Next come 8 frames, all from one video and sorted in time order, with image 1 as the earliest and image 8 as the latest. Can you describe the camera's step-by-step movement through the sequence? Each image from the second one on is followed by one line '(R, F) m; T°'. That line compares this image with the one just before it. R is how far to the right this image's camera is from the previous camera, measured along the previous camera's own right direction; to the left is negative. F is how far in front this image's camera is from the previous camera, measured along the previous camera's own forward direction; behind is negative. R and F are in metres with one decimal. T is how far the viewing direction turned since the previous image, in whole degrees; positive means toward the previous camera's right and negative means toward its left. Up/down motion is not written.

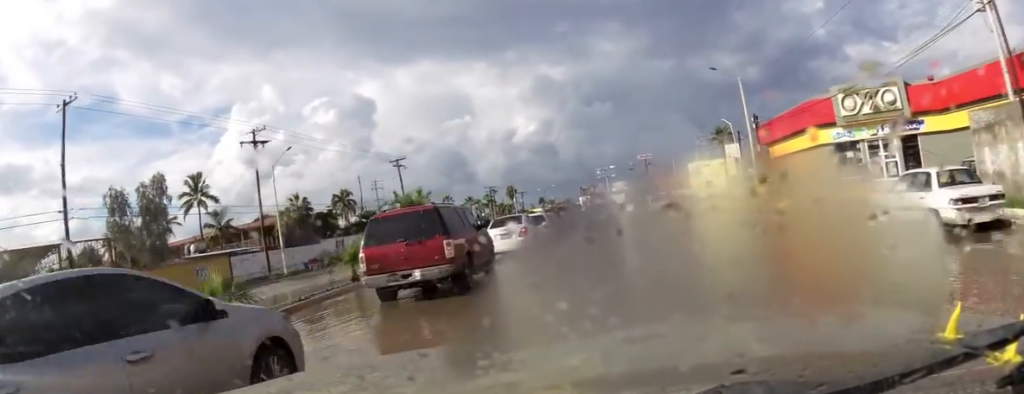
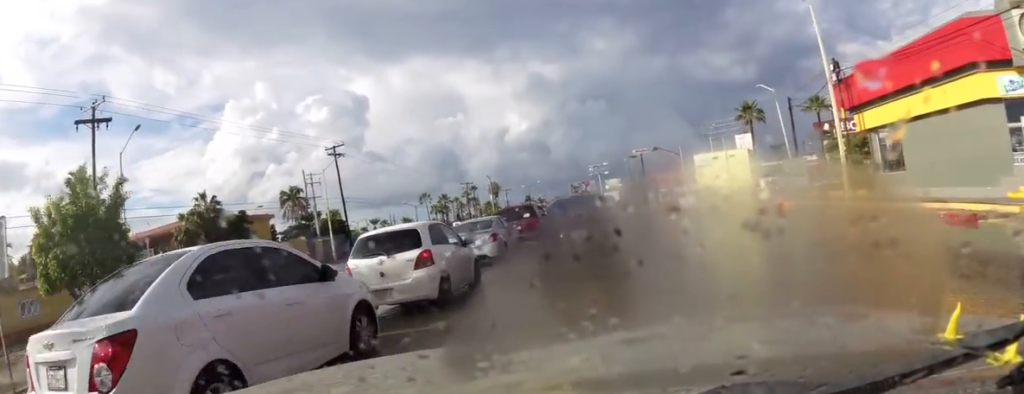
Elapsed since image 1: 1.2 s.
(0.0, +17.4) m; 0°
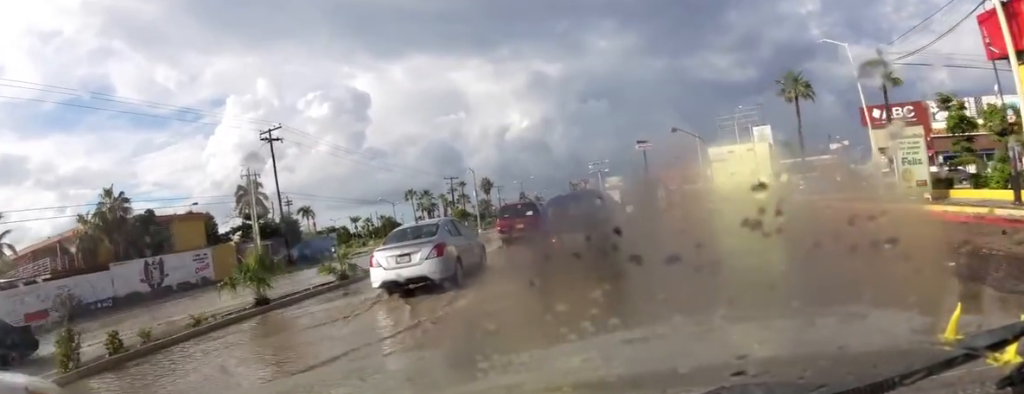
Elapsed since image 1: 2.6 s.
(0.0, +23.1) m; 0°
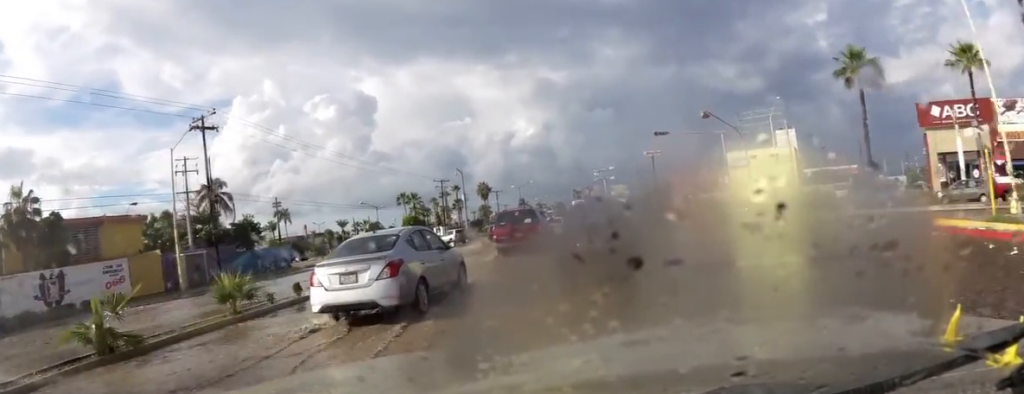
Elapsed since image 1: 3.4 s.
(0.0, +13.1) m; 0°
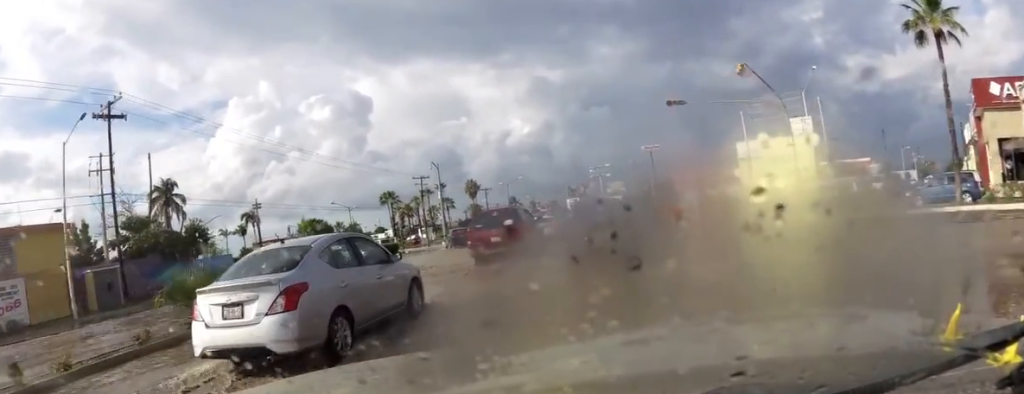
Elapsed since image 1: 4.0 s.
(0.0, +10.5) m; +1°
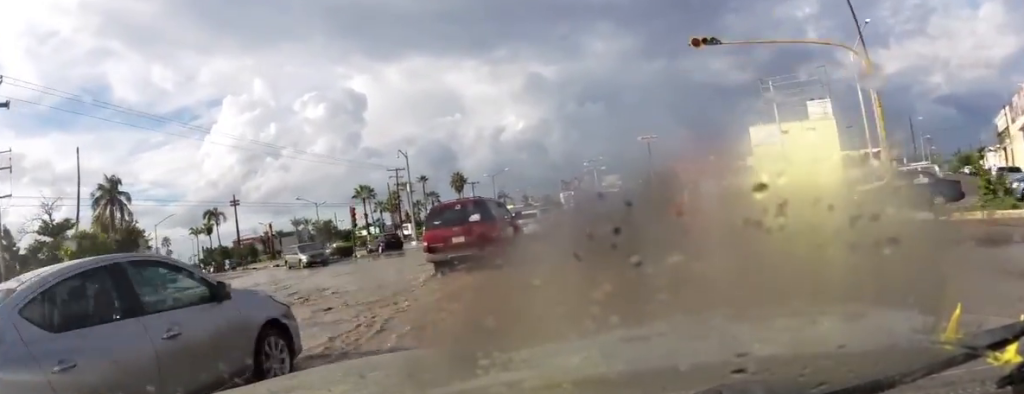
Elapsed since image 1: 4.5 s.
(-0.1, +9.3) m; +1°
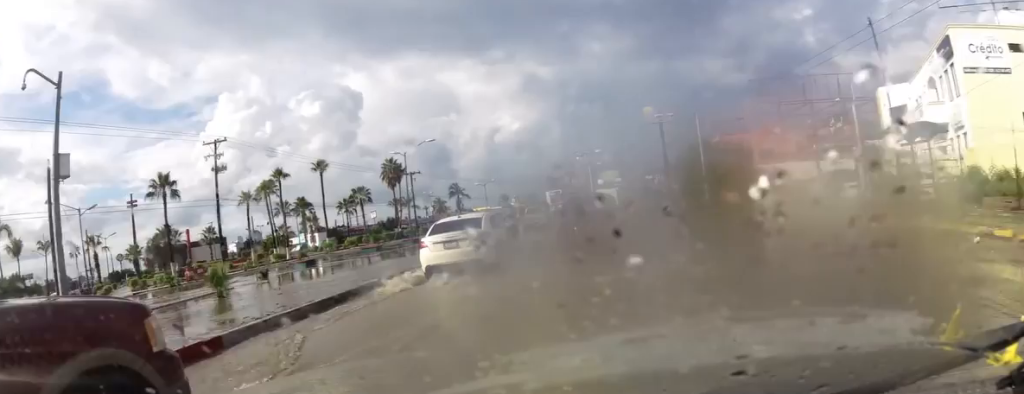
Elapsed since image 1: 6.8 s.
(+1.0, +48.3) m; +1°
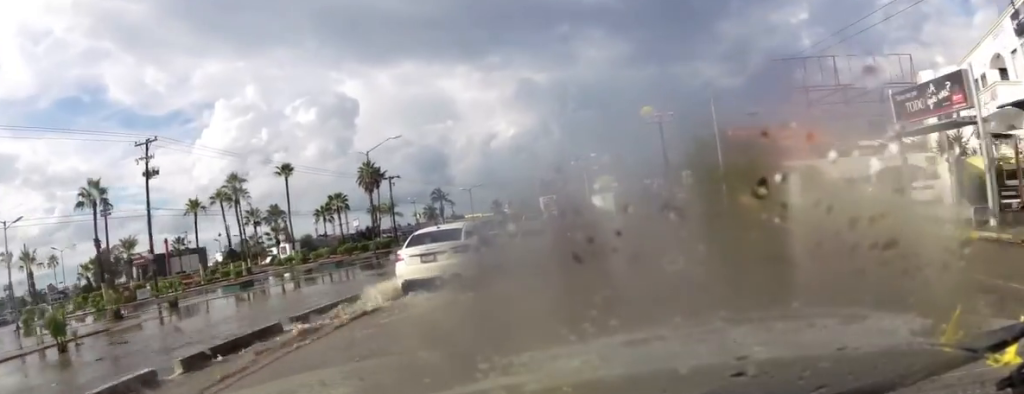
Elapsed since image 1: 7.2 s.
(0.0, +10.2) m; 0°
